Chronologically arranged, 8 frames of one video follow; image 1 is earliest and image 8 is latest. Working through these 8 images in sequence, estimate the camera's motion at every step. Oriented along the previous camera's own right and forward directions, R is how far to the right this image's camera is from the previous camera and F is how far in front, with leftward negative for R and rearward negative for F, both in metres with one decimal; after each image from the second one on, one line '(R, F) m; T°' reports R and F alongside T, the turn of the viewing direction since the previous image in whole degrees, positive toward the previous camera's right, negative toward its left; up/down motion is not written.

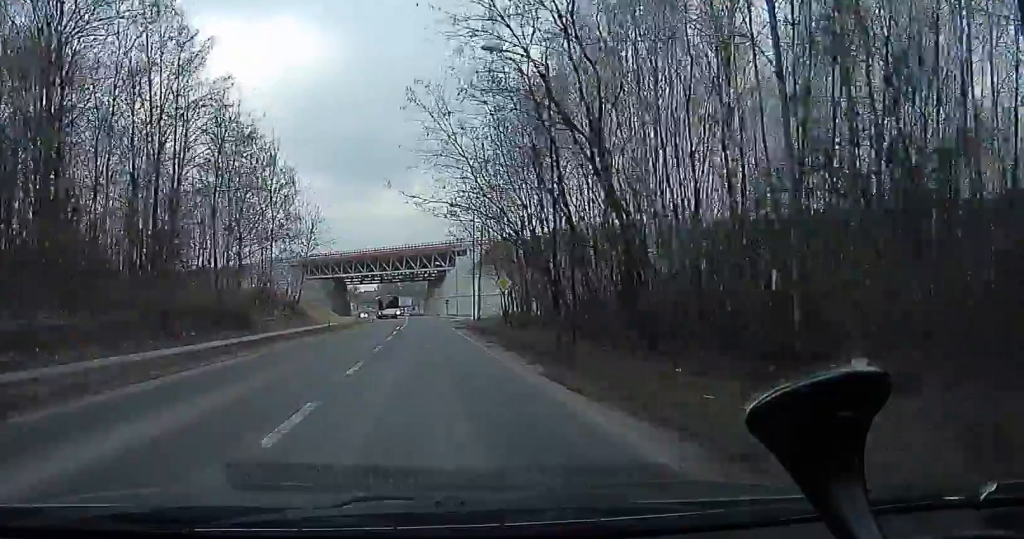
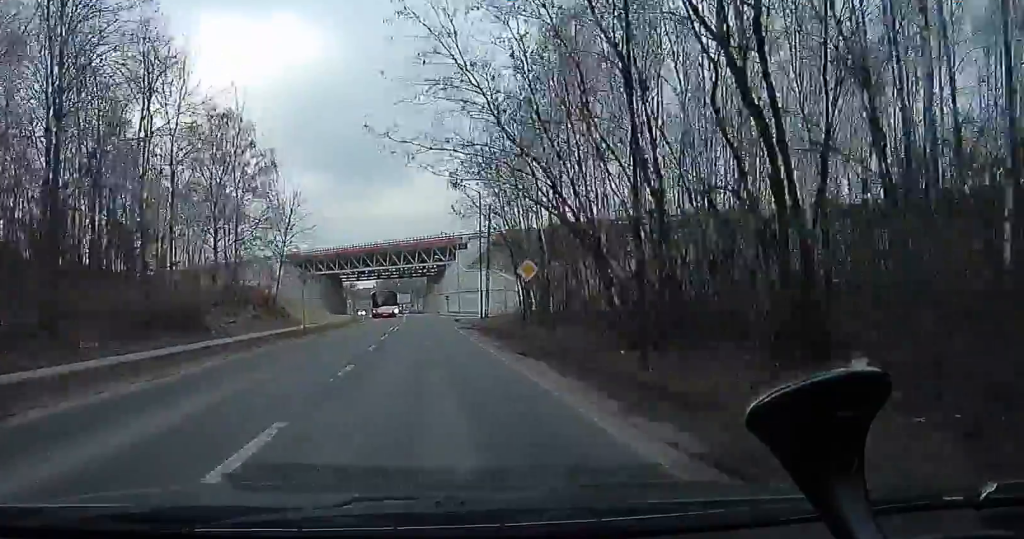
(0.0, +7.2) m; 0°
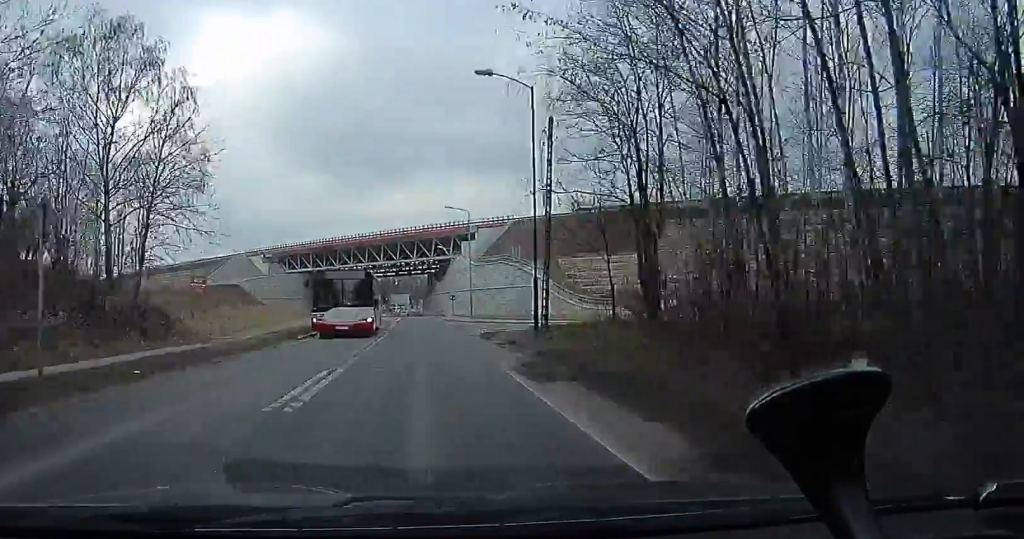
(0.0, +20.4) m; 0°
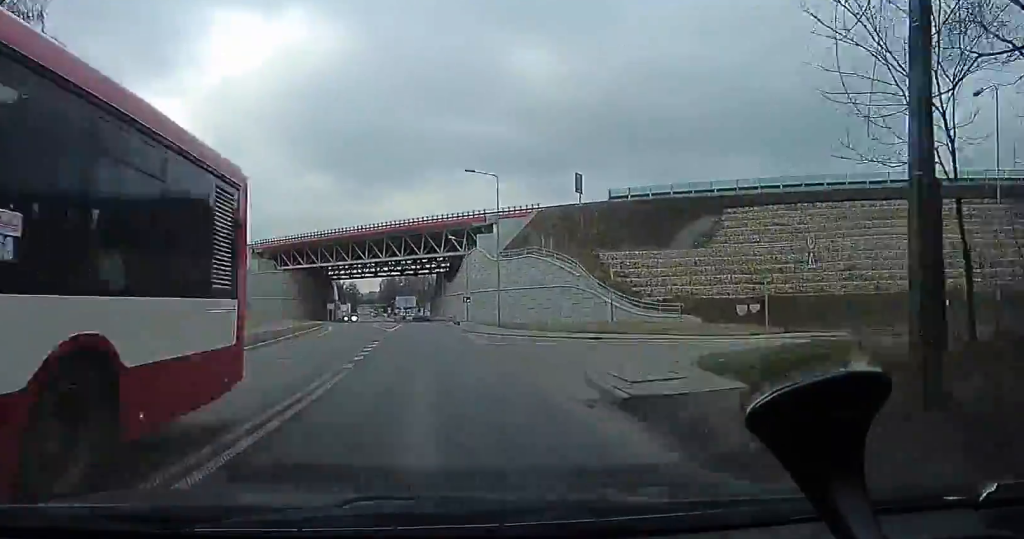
(0.0, +16.8) m; 0°
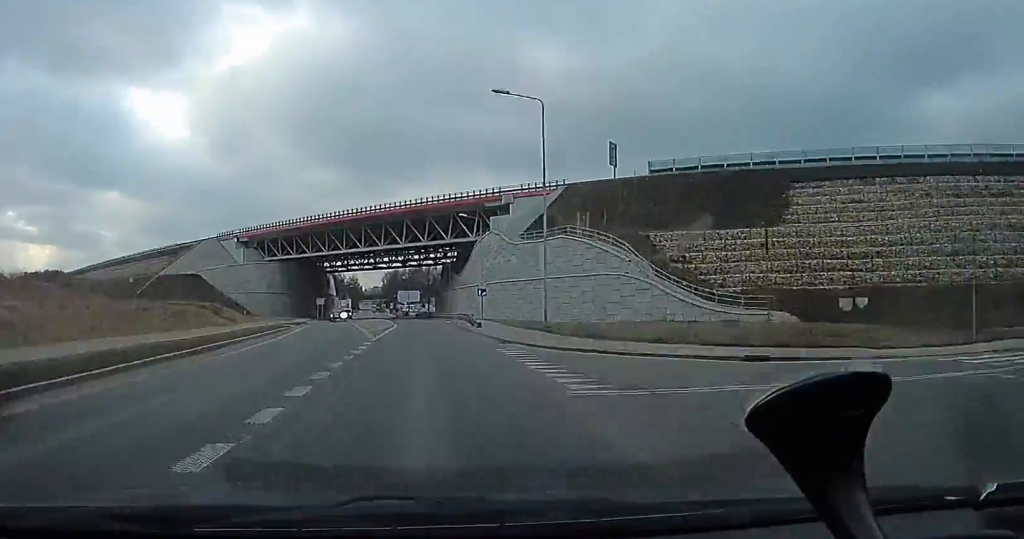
(+0.1, +14.2) m; 0°
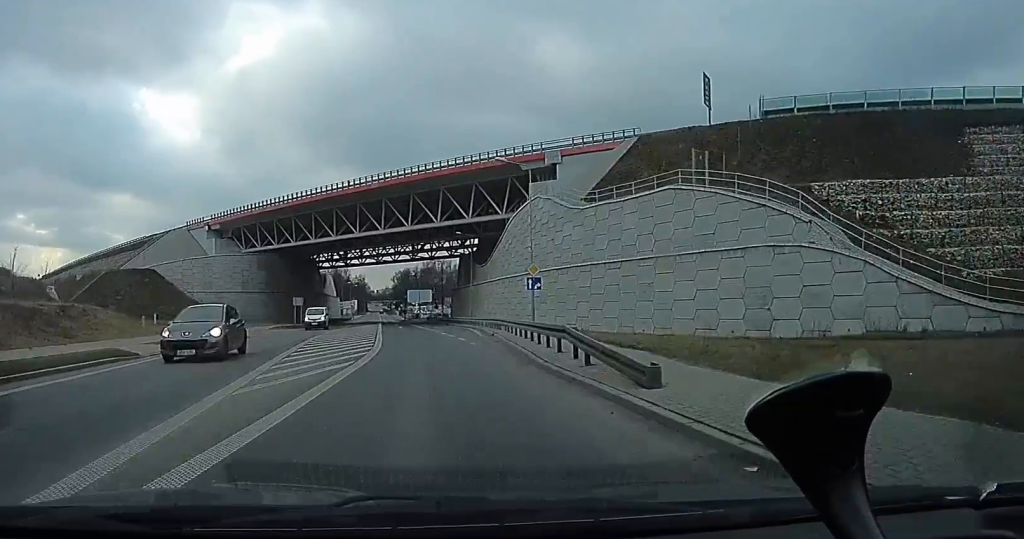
(-0.1, +22.7) m; -4°
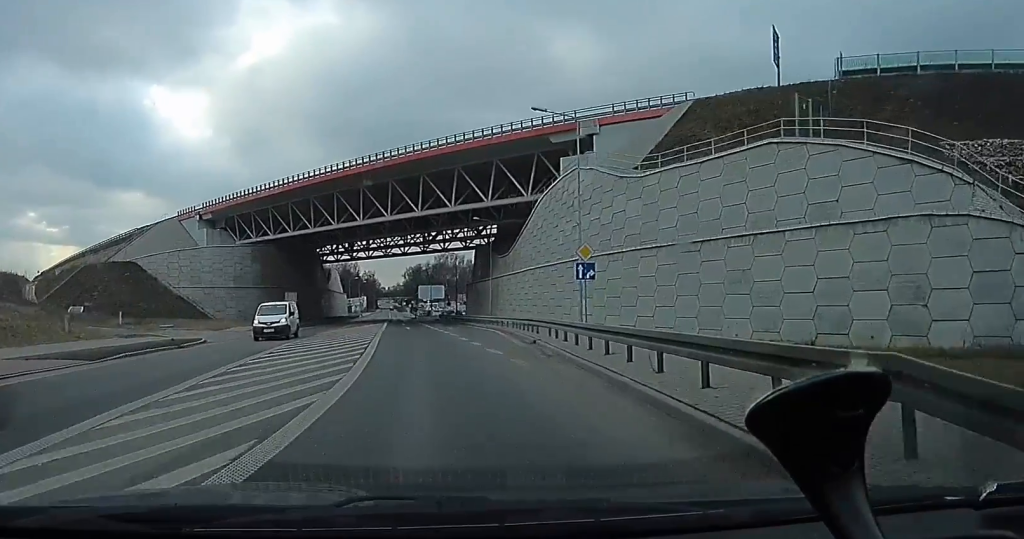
(-0.3, +9.0) m; -2°
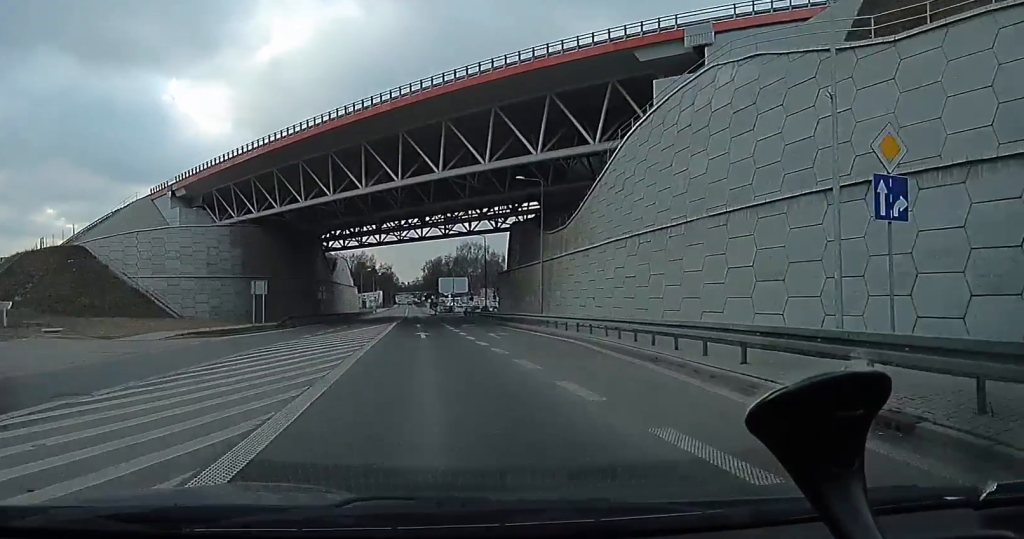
(-0.5, +17.1) m; 0°
